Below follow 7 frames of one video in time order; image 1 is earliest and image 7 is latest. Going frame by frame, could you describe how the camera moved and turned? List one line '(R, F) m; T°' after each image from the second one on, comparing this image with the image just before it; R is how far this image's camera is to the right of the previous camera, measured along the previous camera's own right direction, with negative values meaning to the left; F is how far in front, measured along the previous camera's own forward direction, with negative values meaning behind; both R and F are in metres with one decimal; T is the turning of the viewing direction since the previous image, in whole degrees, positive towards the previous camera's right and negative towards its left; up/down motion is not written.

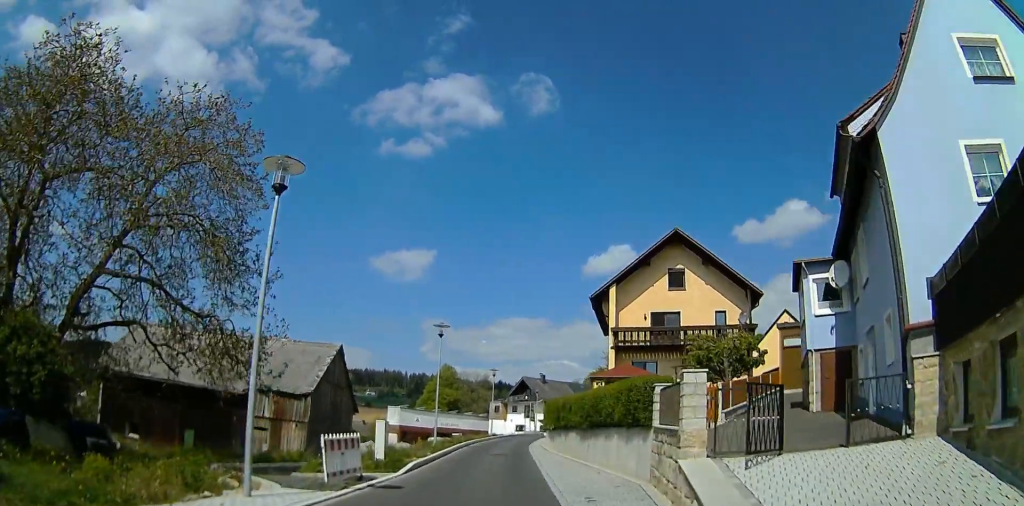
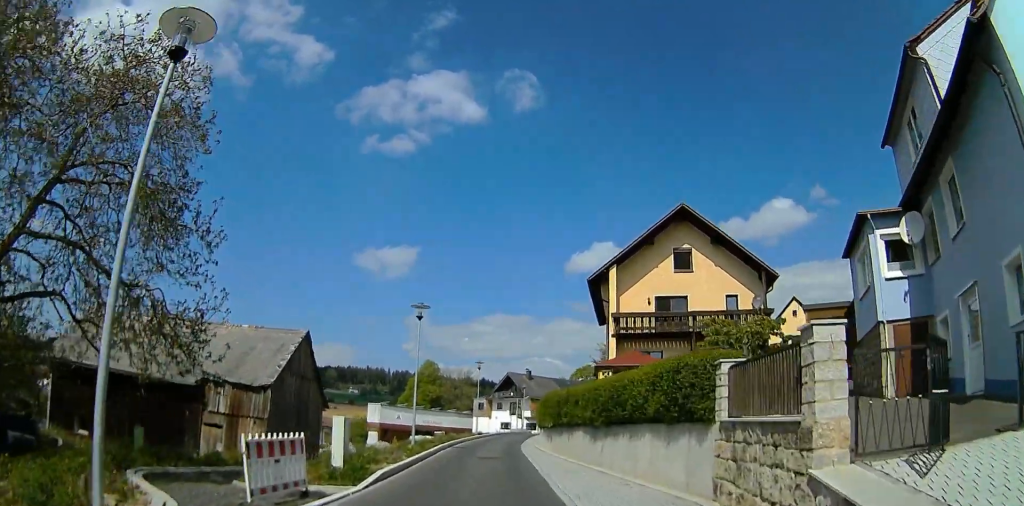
(0.0, +3.8) m; -8°
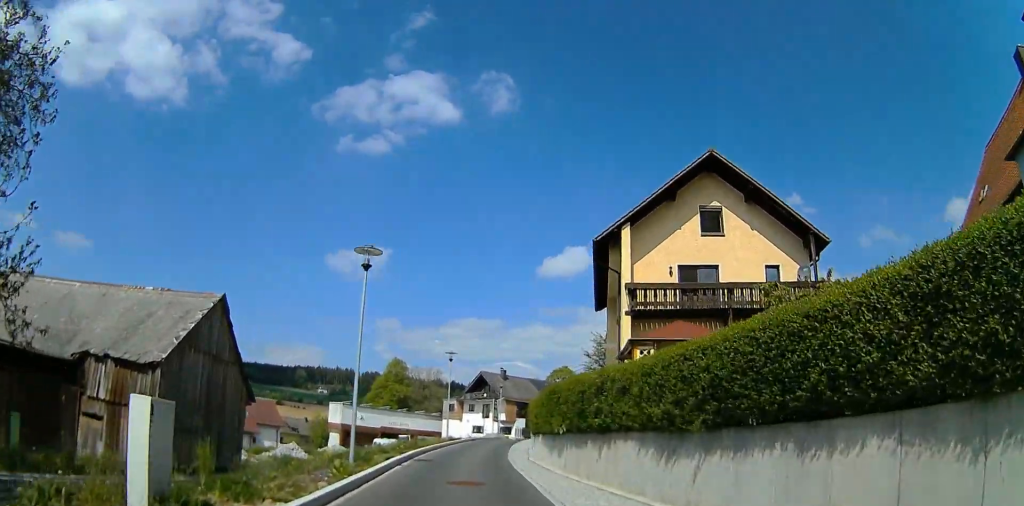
(-0.9, +7.3) m; +9°
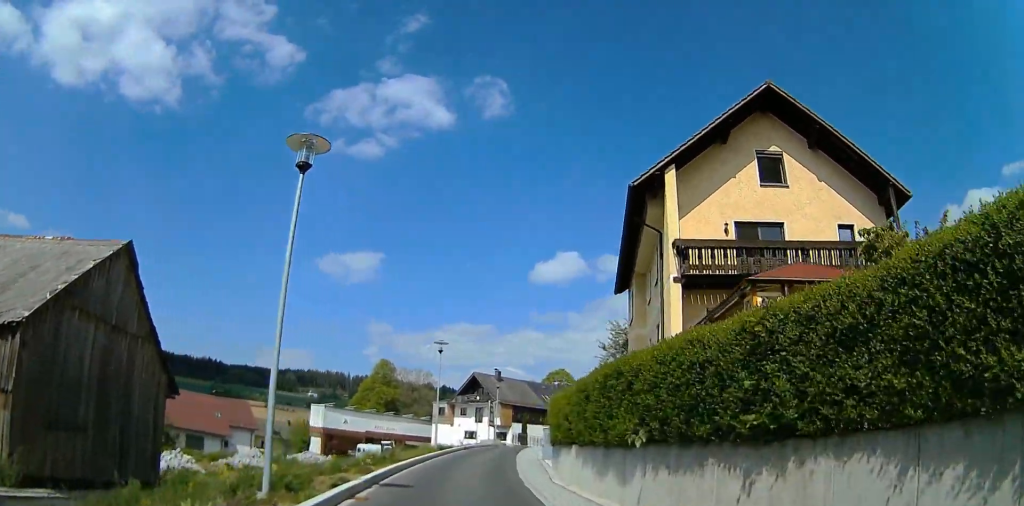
(+1.5, +6.3) m; +3°
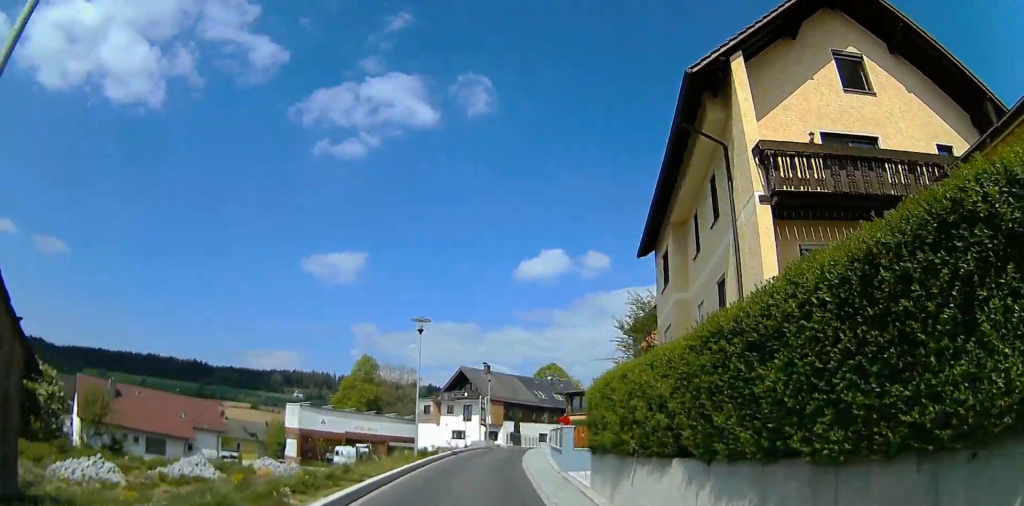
(0.0, +6.4) m; -2°
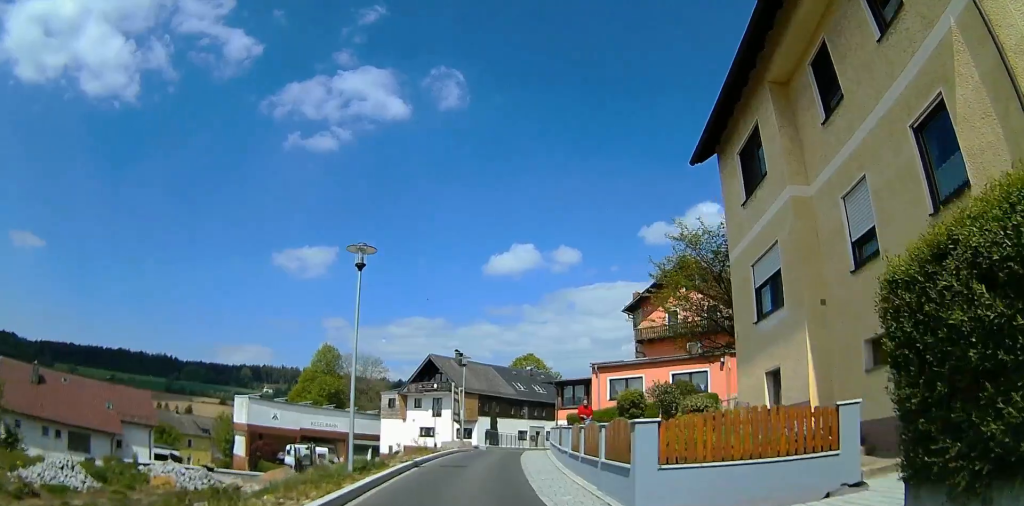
(-0.9, +9.4) m; -2°
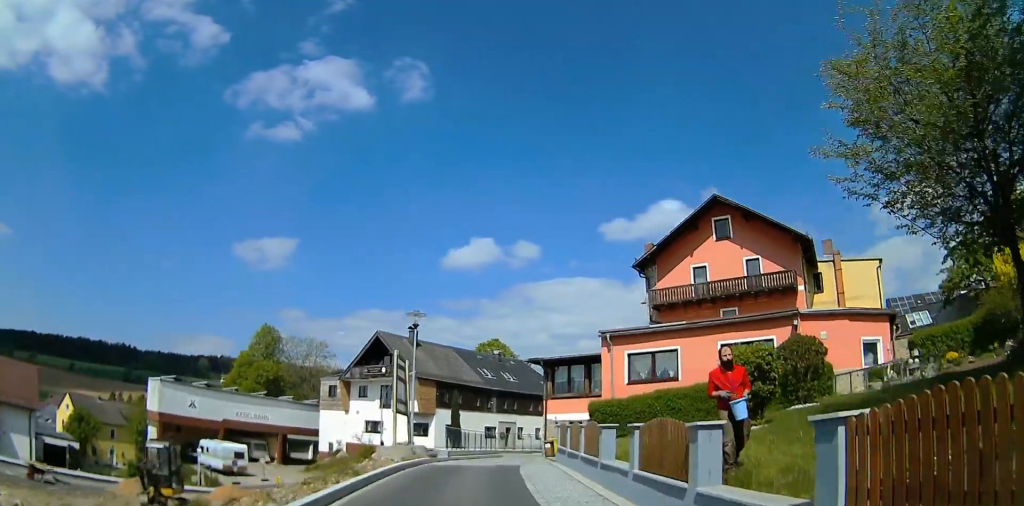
(+1.1, +13.0) m; +12°
